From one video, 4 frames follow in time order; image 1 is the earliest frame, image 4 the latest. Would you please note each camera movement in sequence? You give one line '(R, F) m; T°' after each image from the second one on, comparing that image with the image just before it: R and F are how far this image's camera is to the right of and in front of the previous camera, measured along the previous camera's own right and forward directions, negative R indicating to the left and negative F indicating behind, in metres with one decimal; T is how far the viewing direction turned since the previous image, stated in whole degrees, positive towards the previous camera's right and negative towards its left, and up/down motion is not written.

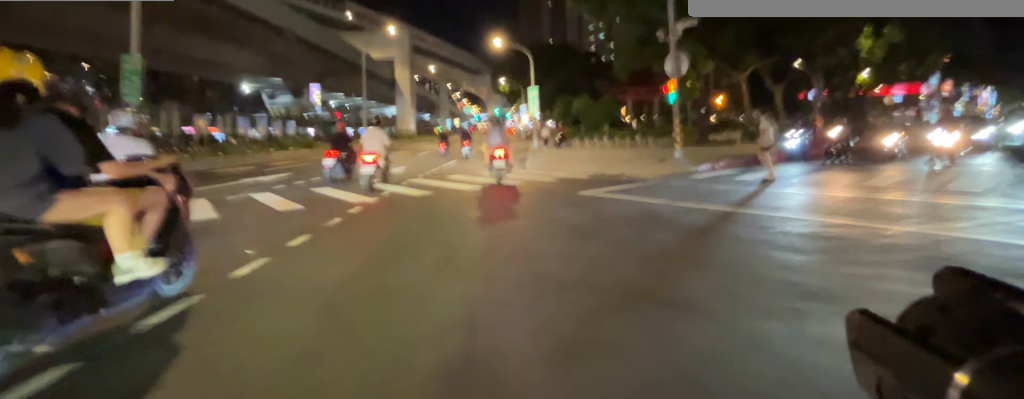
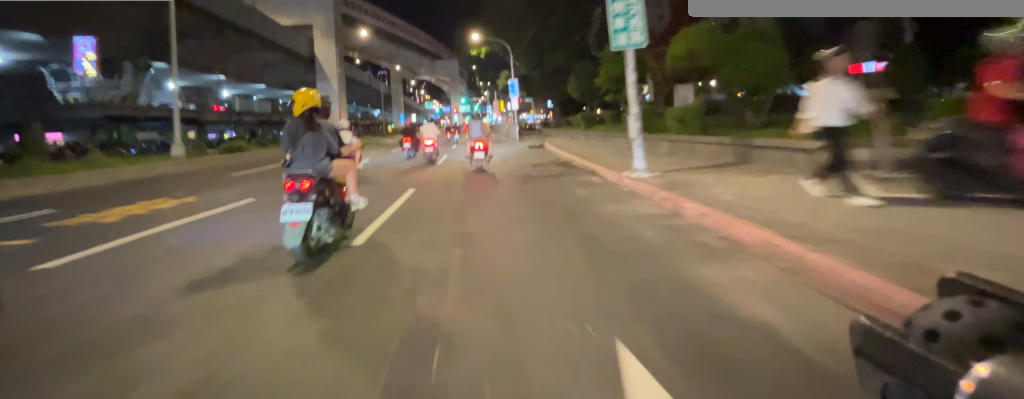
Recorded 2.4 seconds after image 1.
(+0.4, +22.6) m; +2°
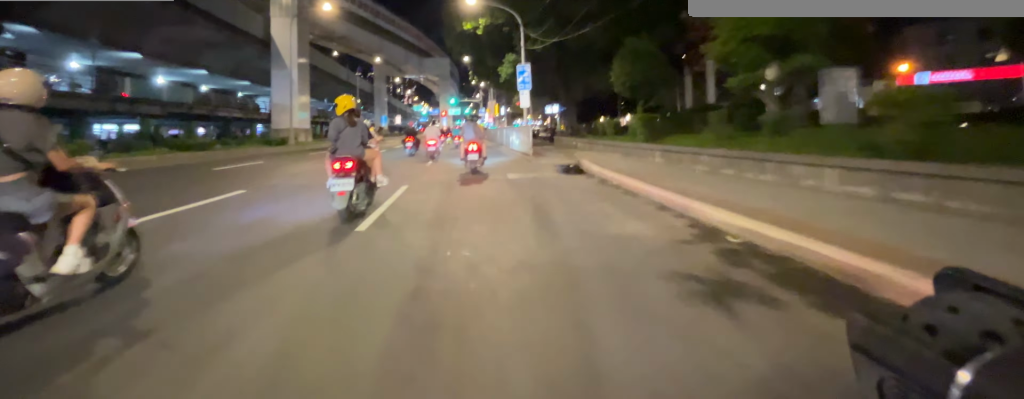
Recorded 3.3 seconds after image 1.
(-0.1, +8.9) m; -1°
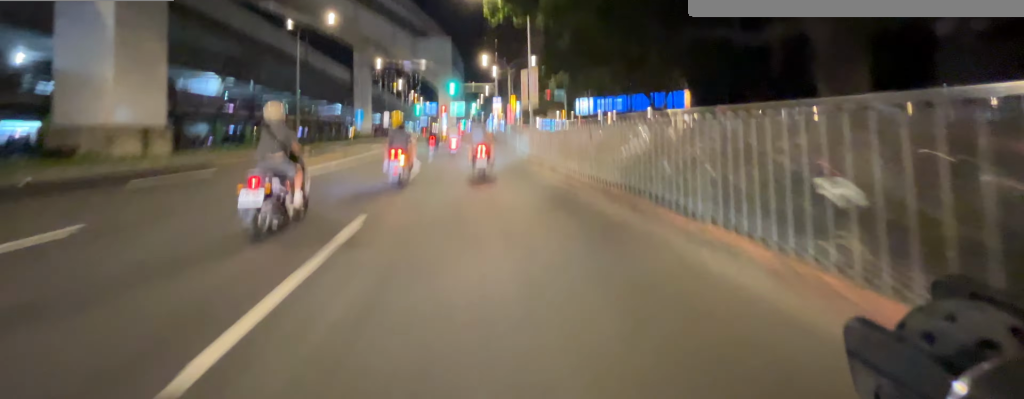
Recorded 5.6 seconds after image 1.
(-0.4, +20.3) m; -2°
